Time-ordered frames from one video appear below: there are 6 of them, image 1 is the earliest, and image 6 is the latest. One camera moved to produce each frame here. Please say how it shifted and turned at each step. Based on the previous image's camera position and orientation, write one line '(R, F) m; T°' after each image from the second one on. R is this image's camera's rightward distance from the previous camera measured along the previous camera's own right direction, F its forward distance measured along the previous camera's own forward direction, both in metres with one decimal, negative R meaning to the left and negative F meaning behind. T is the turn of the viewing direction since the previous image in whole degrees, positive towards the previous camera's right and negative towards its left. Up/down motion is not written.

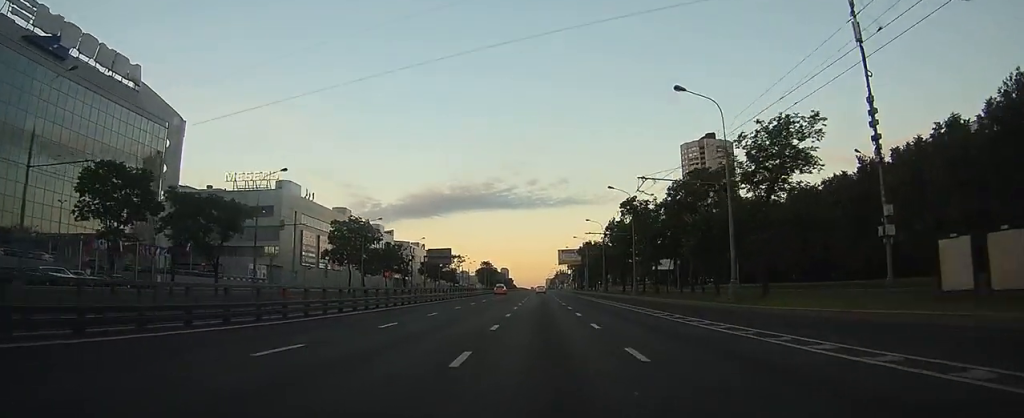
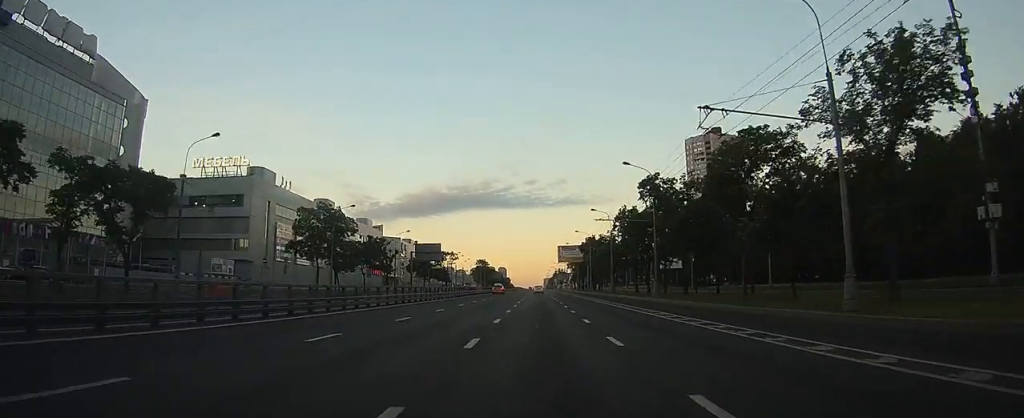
(-0.1, +13.5) m; 0°
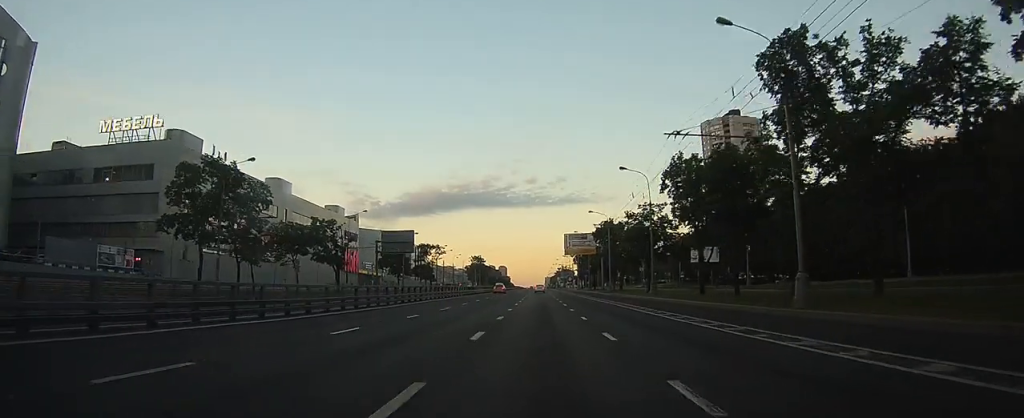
(-0.1, +30.6) m; 0°
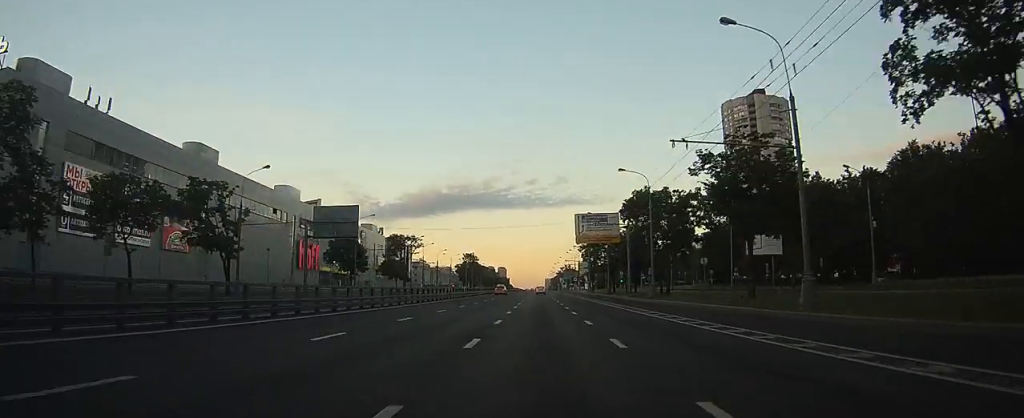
(+0.2, +33.5) m; 0°
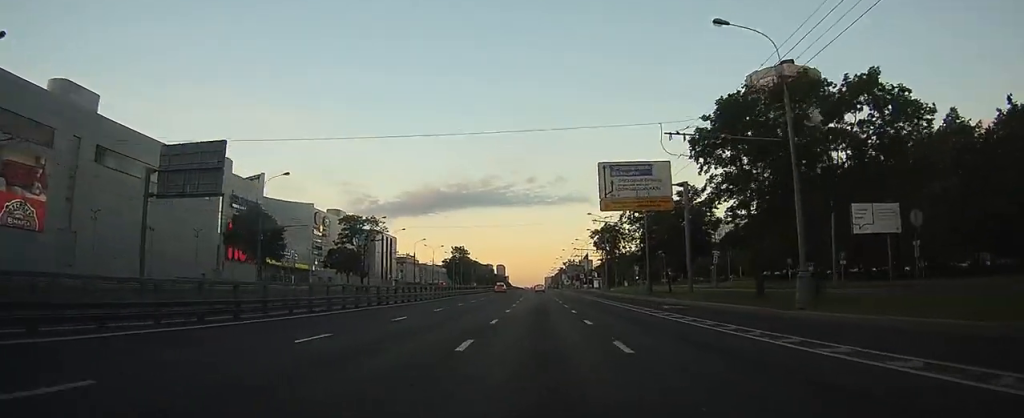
(0.0, +32.7) m; 0°
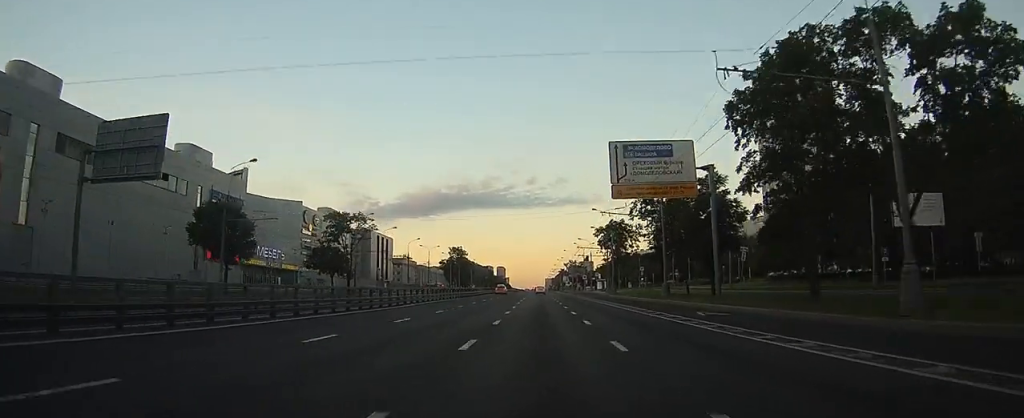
(0.0, +7.5) m; 0°
